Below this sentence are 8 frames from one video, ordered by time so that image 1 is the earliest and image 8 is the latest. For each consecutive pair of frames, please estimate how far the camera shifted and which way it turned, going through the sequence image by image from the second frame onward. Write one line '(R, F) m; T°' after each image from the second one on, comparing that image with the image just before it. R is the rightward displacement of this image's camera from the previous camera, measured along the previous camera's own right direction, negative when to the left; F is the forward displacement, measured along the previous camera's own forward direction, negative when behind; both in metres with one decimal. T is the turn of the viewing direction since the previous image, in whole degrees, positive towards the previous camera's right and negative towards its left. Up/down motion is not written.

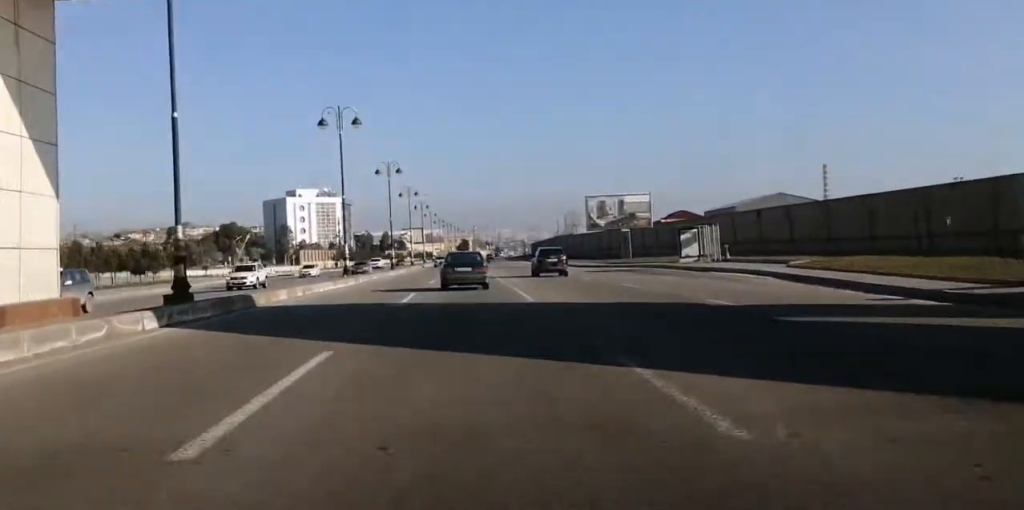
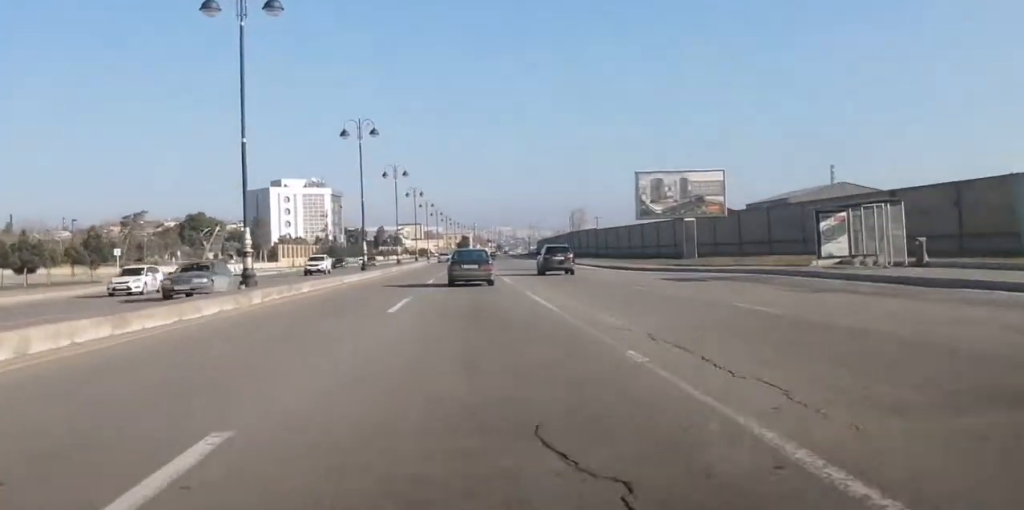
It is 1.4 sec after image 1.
(-0.5, +24.9) m; -1°
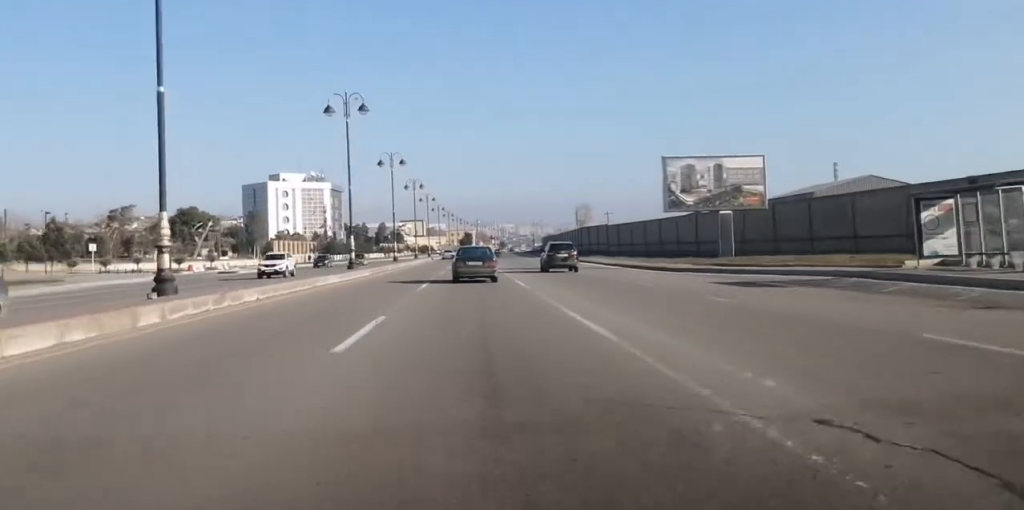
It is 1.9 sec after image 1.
(-0.1, +8.6) m; 0°
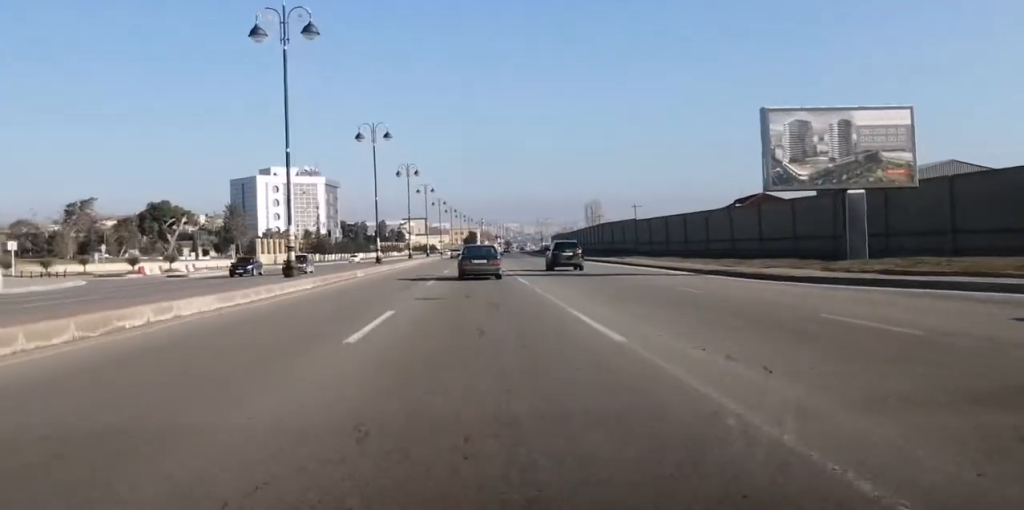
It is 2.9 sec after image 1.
(+0.5, +19.4) m; +2°
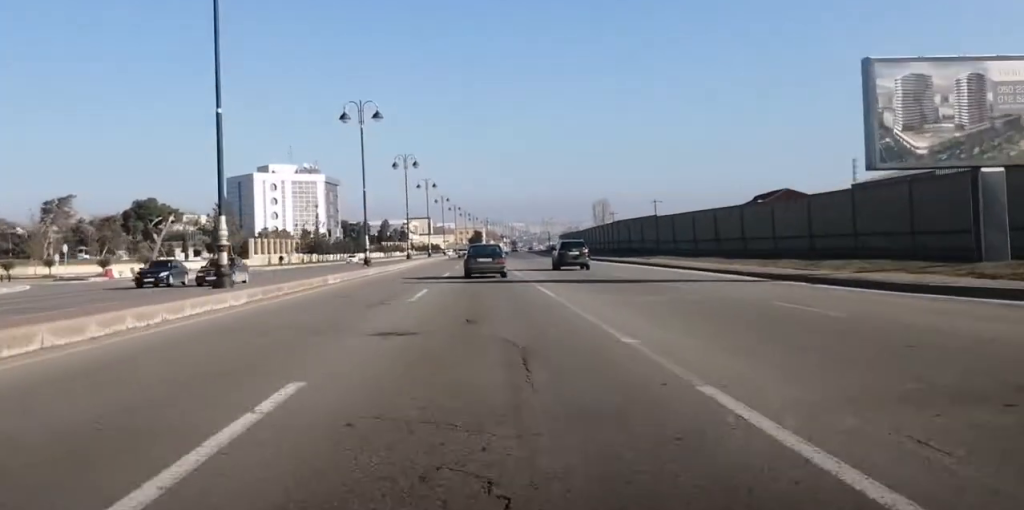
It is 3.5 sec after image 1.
(-0.1, +10.1) m; +1°
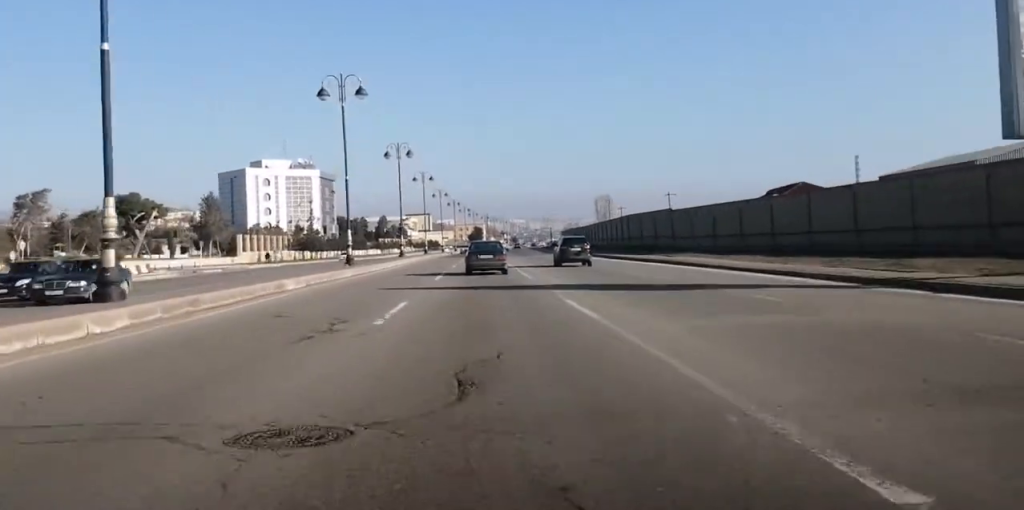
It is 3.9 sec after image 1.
(0.0, +7.6) m; 0°
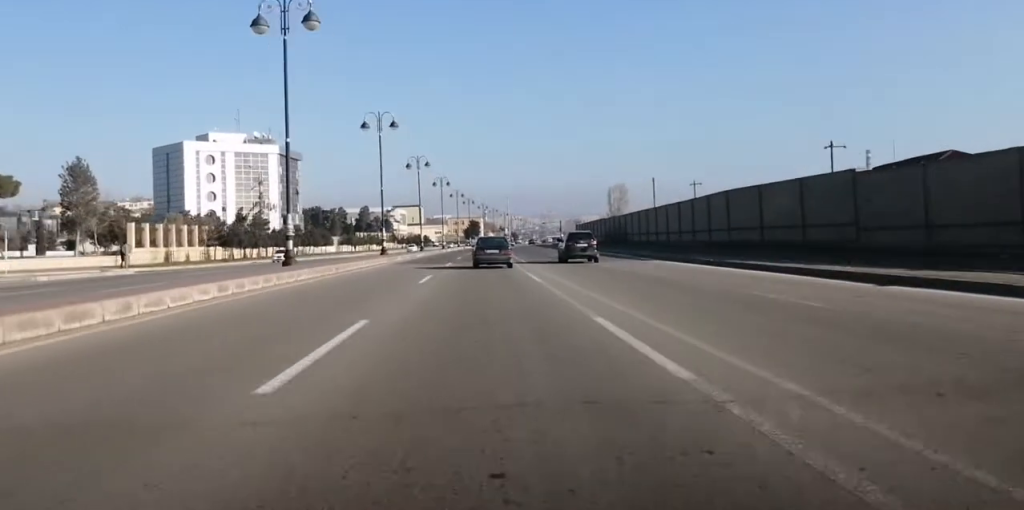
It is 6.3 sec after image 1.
(+0.2, +46.5) m; 0°
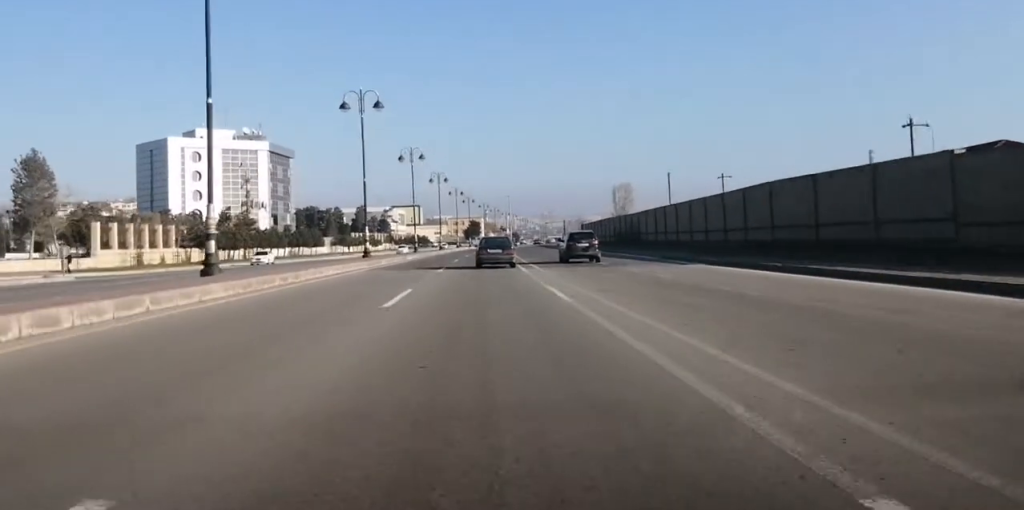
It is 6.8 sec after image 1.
(+0.2, +10.0) m; 0°
